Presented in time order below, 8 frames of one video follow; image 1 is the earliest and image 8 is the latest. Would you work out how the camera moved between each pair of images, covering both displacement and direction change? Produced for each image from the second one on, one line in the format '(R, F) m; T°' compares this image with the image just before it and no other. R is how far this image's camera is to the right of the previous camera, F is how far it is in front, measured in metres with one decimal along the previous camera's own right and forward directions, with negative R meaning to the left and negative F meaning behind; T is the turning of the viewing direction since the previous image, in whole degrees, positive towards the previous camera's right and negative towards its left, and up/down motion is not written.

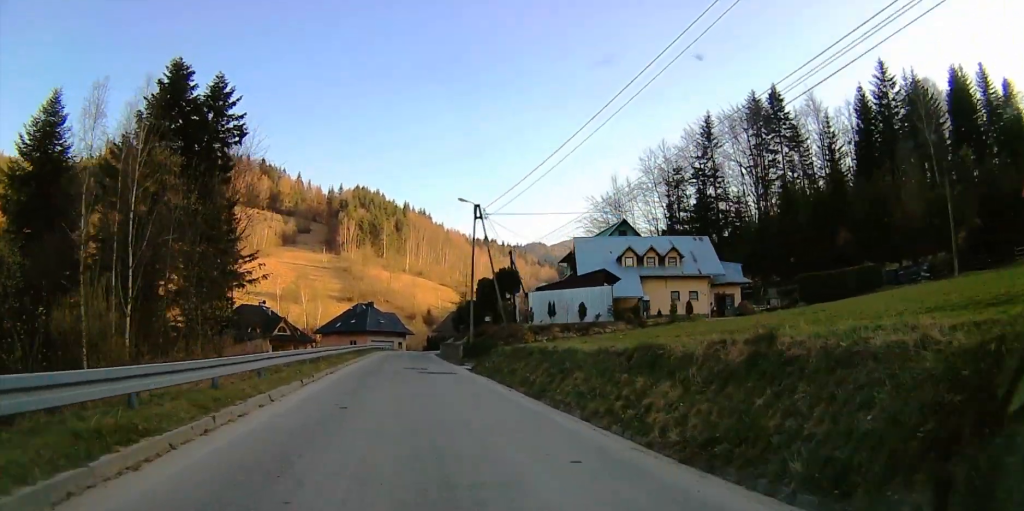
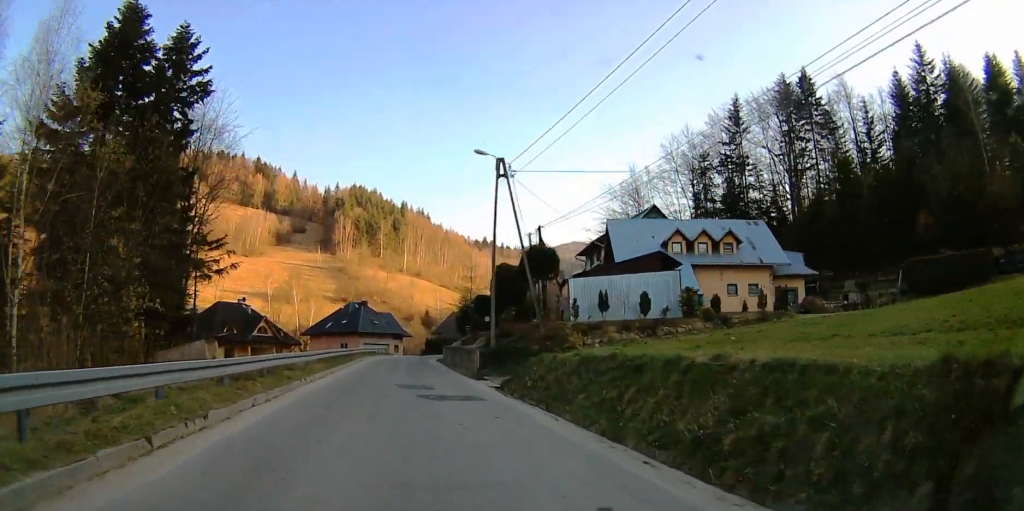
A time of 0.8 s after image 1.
(0.0, +9.7) m; 0°
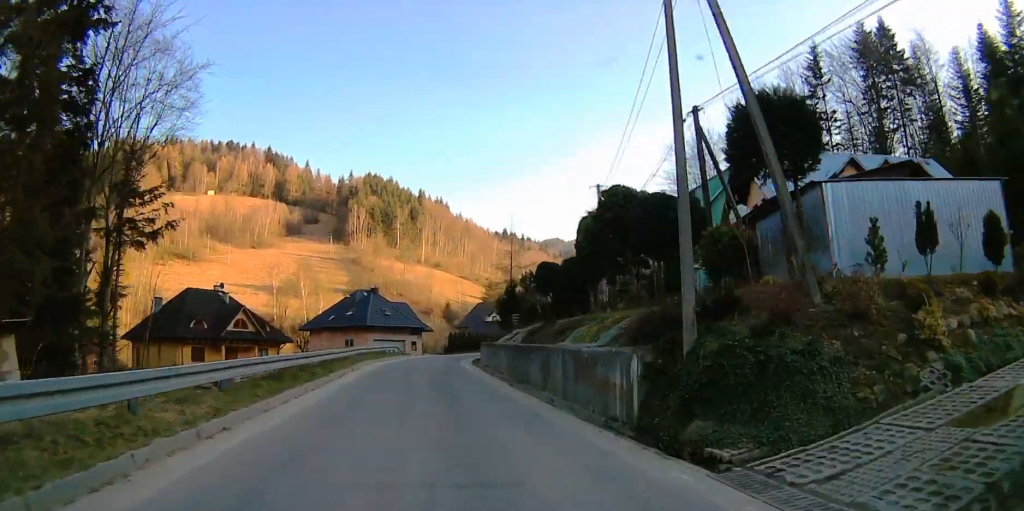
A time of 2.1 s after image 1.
(0.0, +18.7) m; 0°
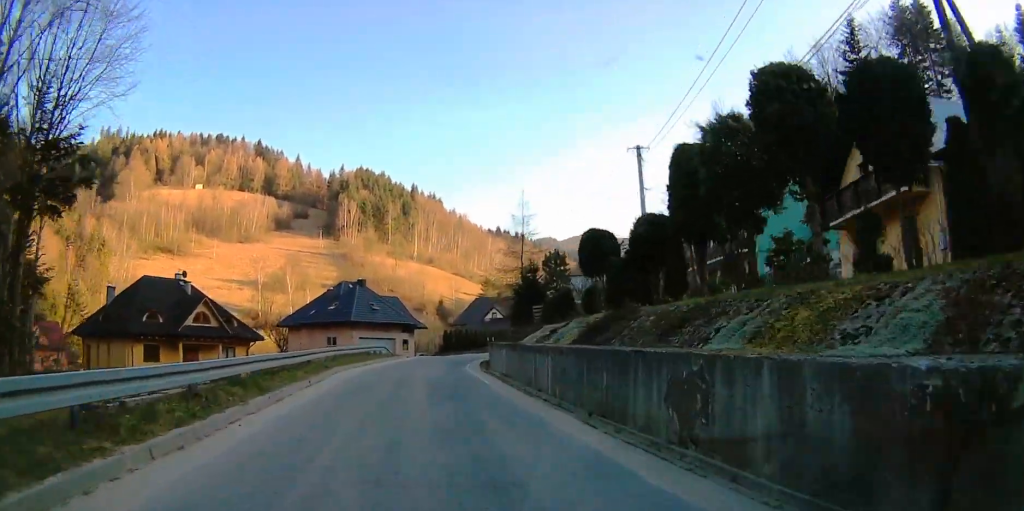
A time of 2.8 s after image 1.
(0.0, +9.7) m; 0°
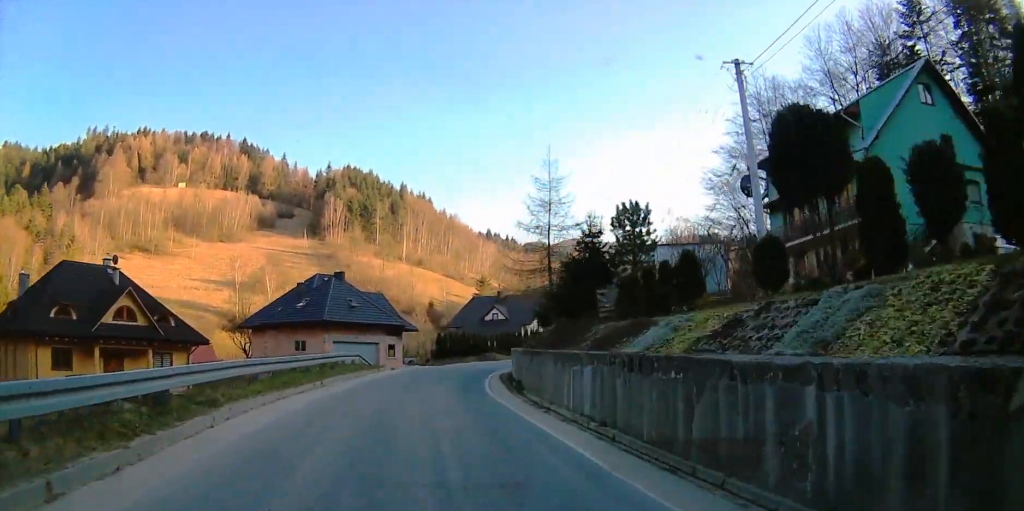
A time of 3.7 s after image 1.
(-0.1, +12.6) m; +3°
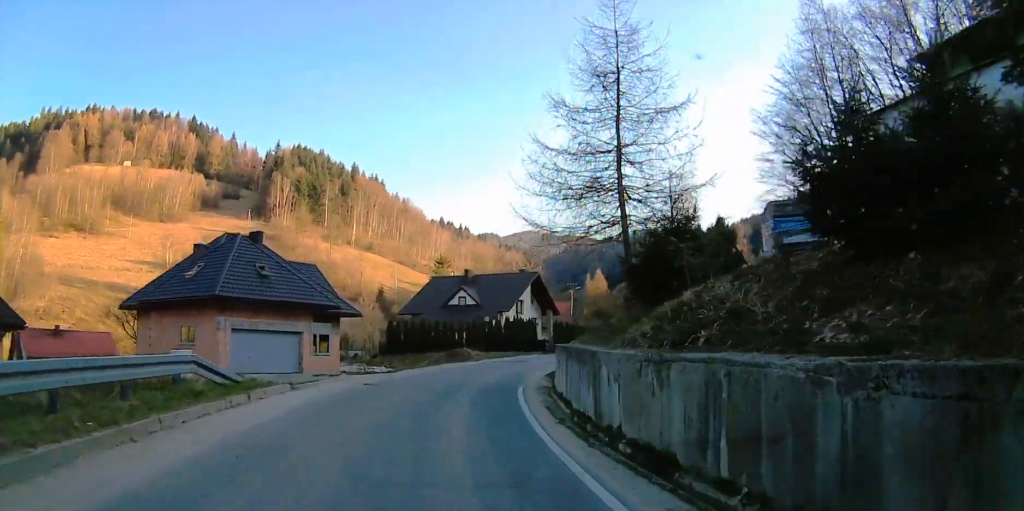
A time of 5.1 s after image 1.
(+1.5, +17.0) m; +8°
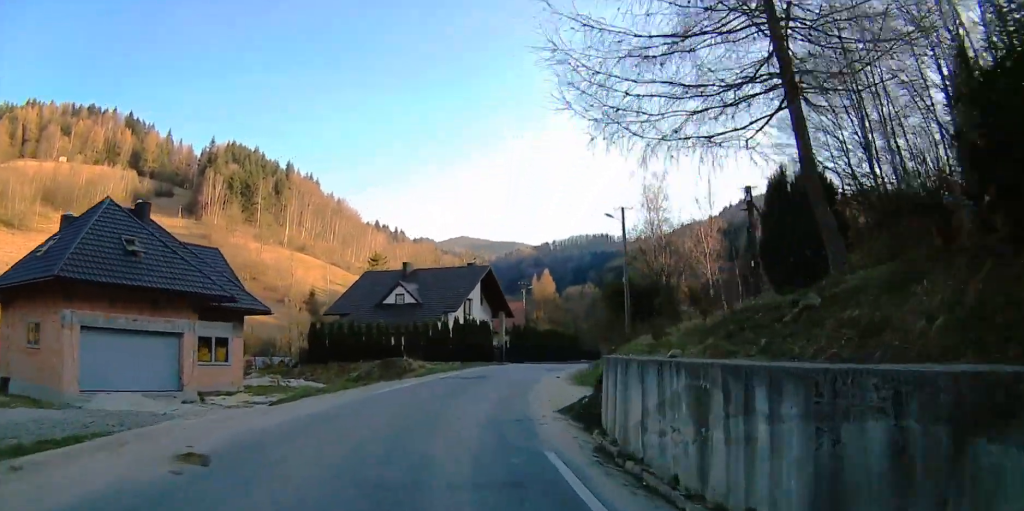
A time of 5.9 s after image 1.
(+0.3, +10.5) m; +3°
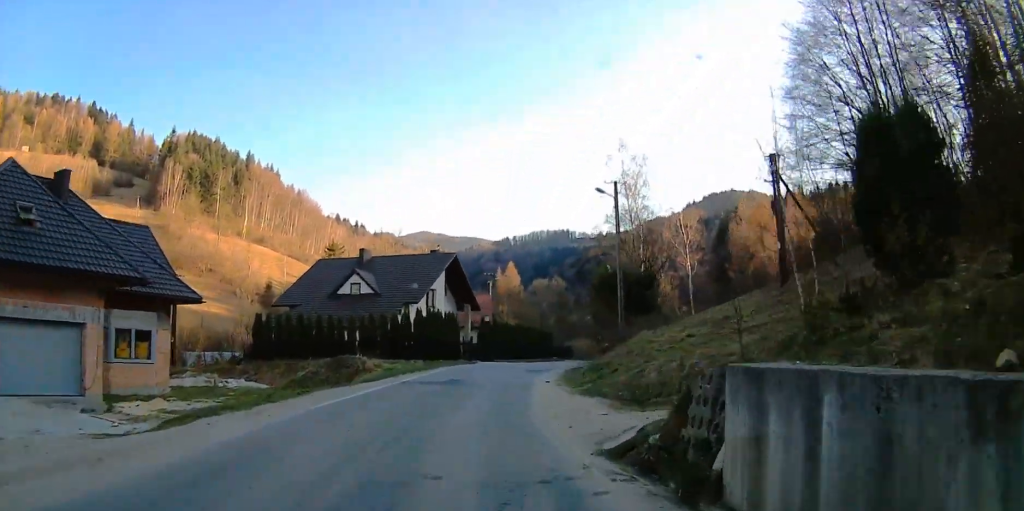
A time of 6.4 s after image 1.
(-0.1, +6.4) m; +2°
